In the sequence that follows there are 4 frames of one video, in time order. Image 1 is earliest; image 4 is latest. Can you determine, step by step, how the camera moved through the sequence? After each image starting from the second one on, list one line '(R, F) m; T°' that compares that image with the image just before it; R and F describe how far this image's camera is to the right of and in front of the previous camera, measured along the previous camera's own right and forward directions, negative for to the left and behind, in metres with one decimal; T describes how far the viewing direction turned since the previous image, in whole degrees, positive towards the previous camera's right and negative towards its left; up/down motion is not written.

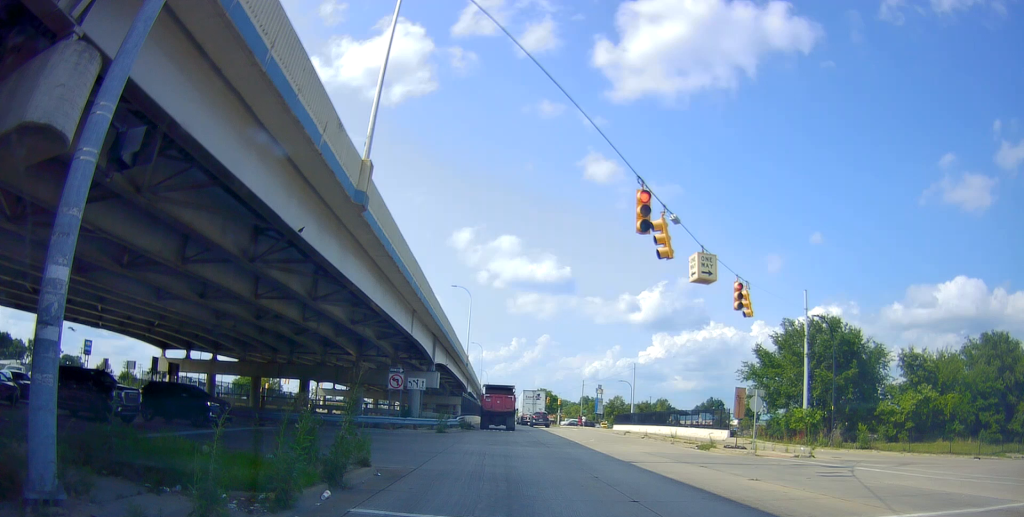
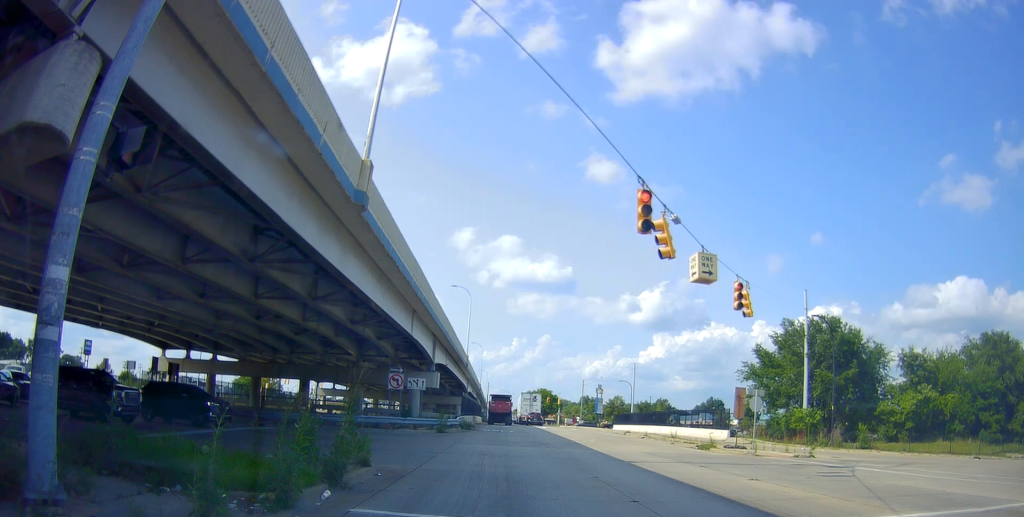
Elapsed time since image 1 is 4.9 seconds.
(-0.1, +0.3) m; 0°
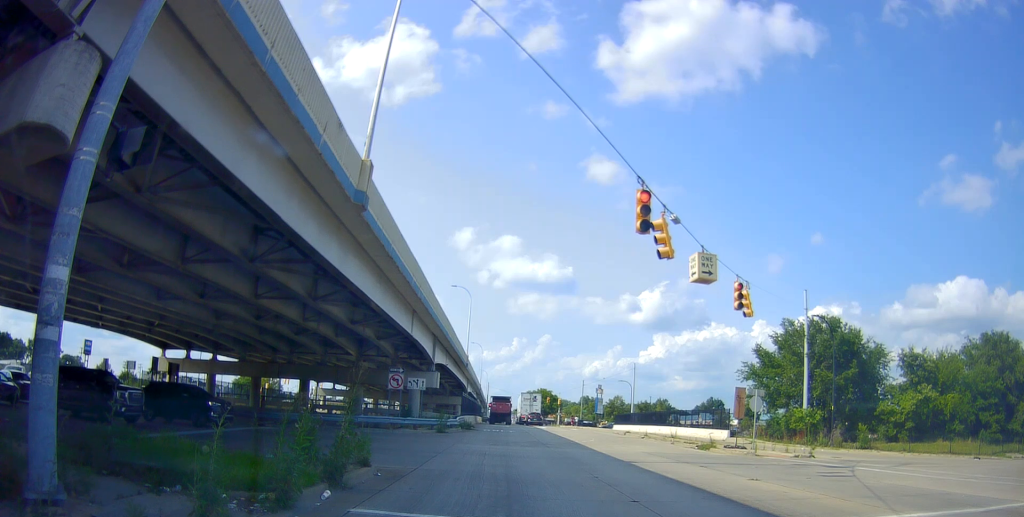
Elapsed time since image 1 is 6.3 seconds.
(0.0, 0.0) m; 0°
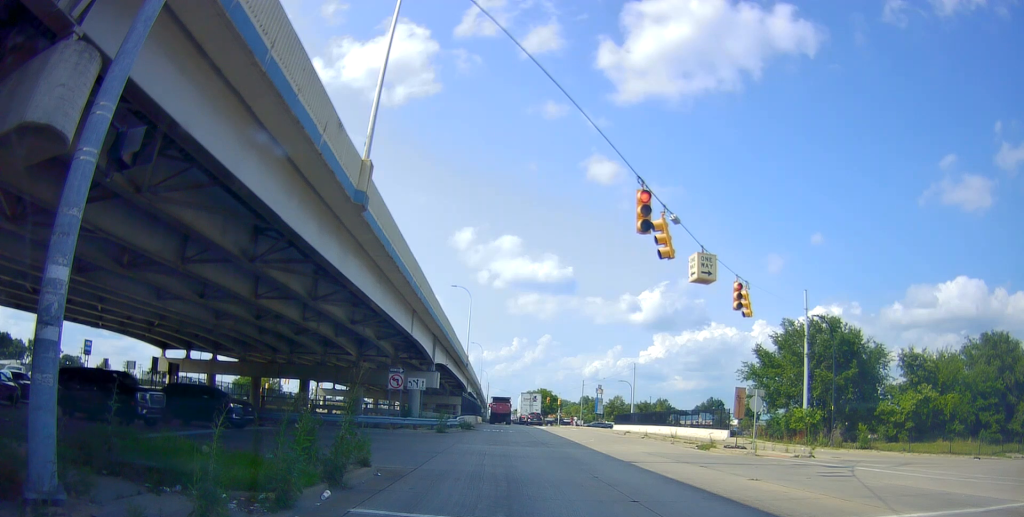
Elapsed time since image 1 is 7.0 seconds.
(0.0, 0.0) m; 0°
